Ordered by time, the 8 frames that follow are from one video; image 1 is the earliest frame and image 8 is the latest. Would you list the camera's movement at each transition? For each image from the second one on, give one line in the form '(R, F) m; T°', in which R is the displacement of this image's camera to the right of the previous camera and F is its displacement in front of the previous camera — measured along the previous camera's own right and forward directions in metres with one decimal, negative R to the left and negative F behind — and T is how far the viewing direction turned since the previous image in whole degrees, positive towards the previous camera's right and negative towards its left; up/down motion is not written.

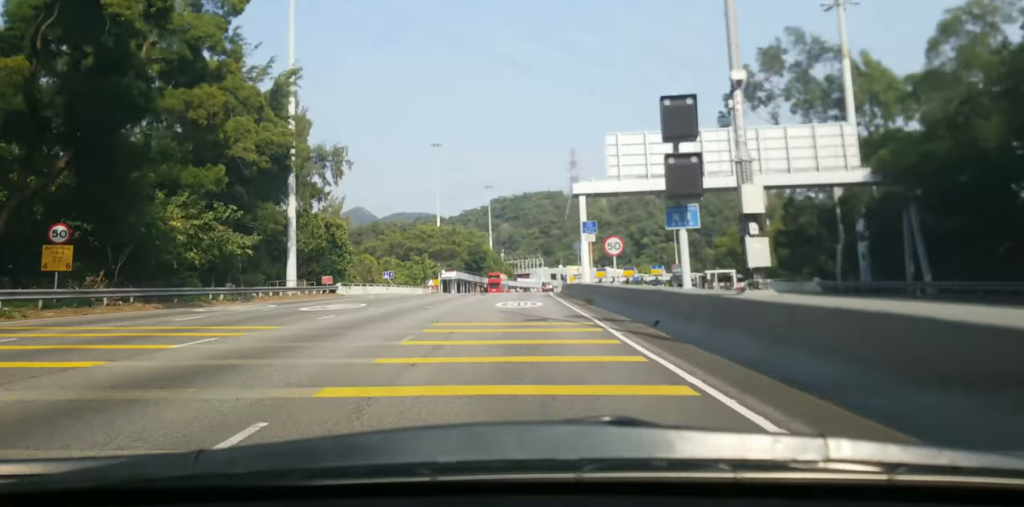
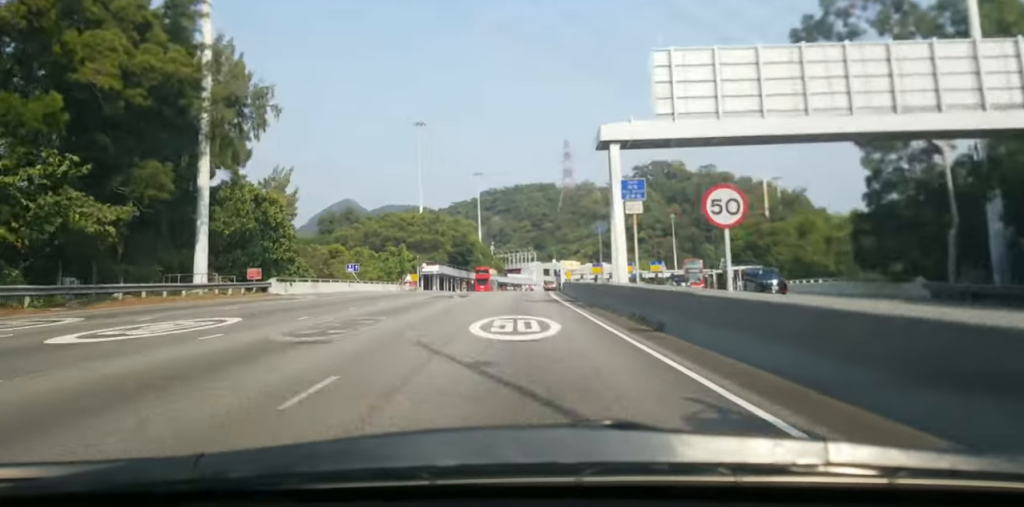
(-0.1, +16.0) m; +1°
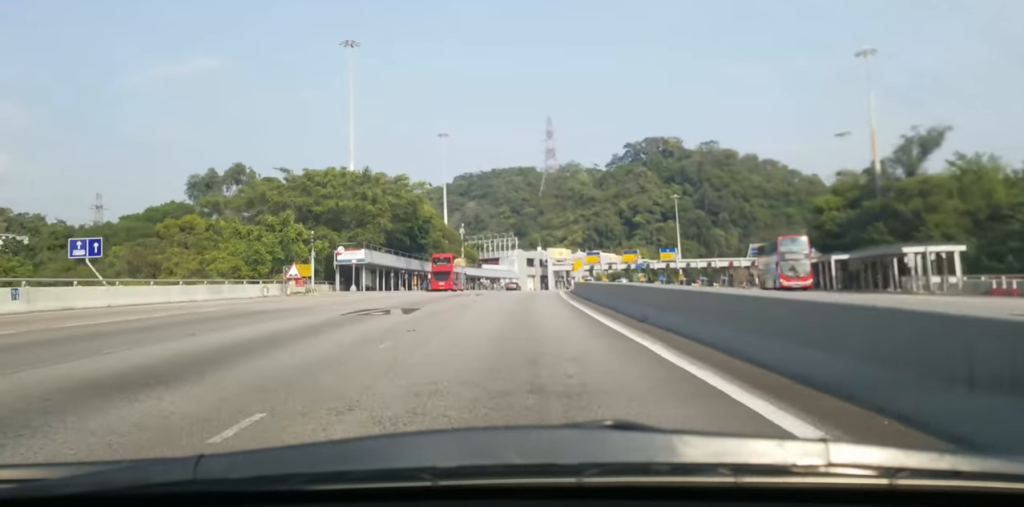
(+2.7, +46.2) m; +5°
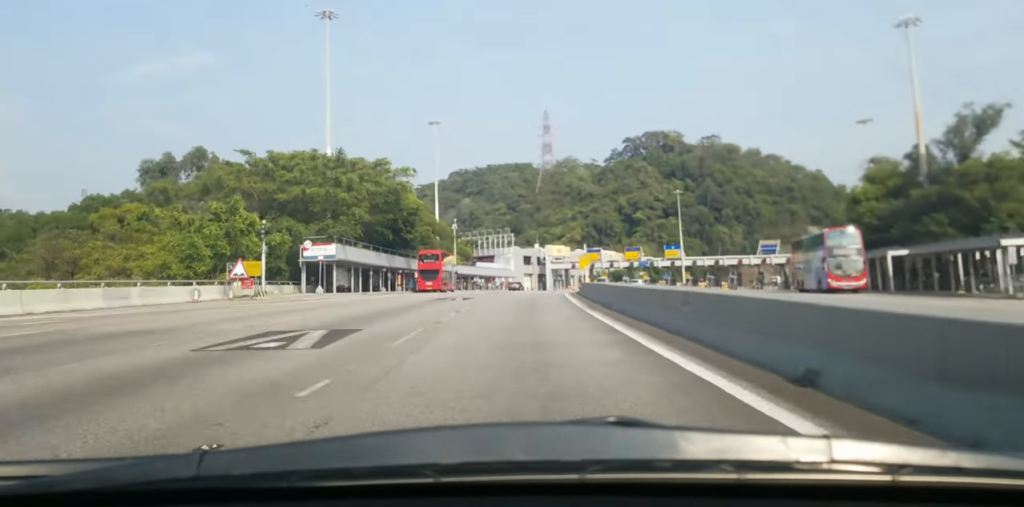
(0.0, +10.3) m; 0°
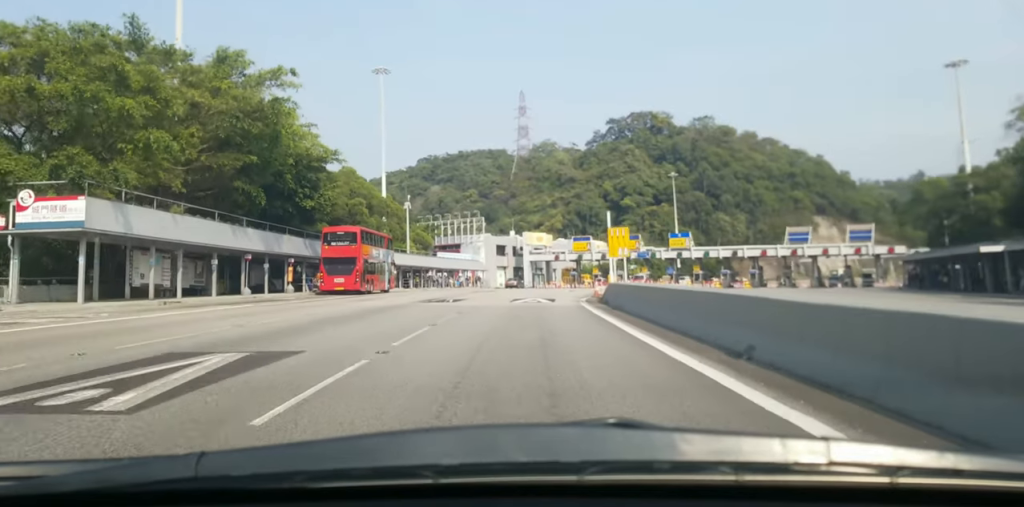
(-0.8, +32.3) m; 0°
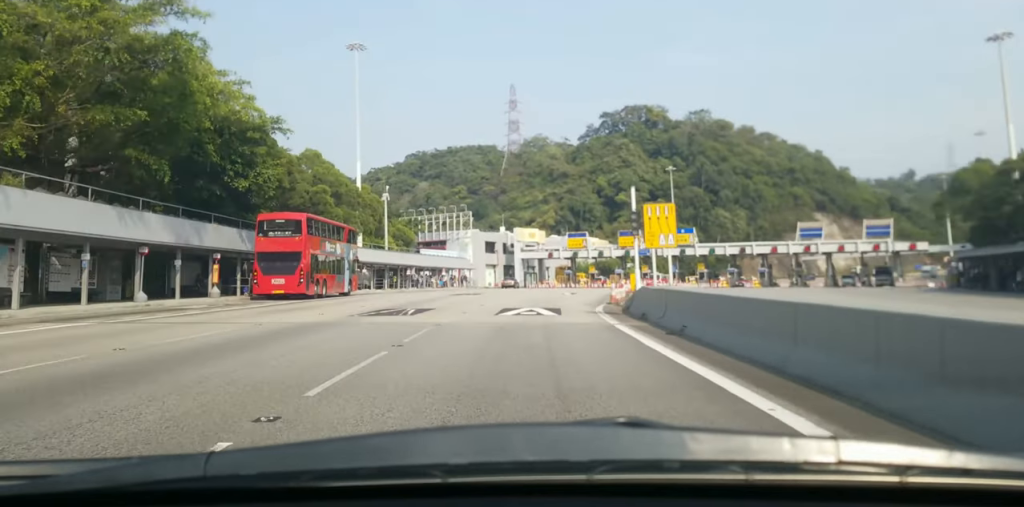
(+0.5, +10.8) m; +1°
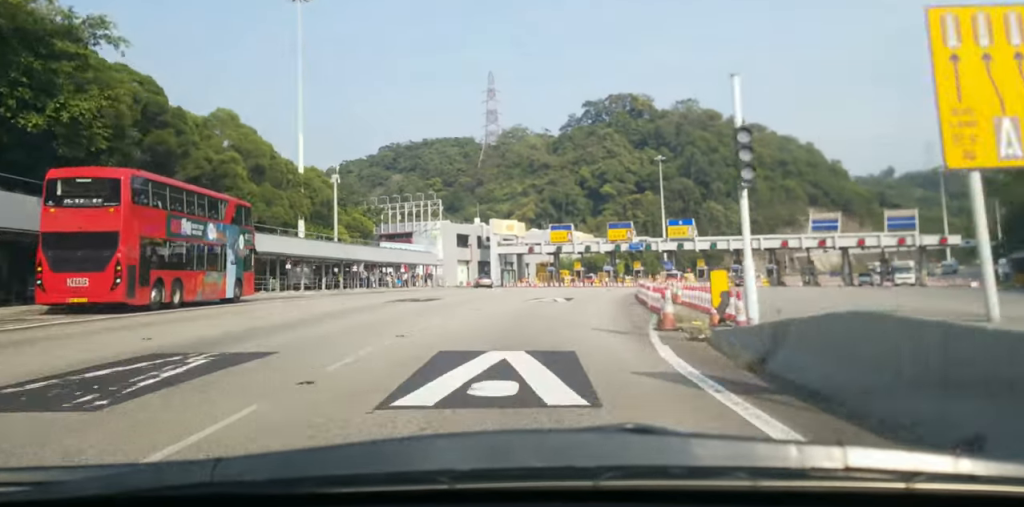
(+0.3, +15.4) m; +2°
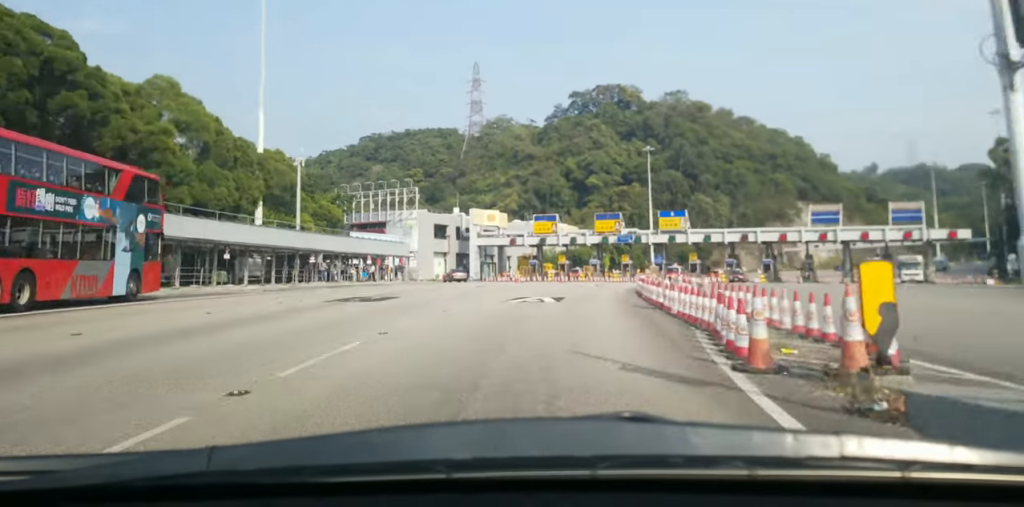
(-0.4, +7.3) m; +1°
